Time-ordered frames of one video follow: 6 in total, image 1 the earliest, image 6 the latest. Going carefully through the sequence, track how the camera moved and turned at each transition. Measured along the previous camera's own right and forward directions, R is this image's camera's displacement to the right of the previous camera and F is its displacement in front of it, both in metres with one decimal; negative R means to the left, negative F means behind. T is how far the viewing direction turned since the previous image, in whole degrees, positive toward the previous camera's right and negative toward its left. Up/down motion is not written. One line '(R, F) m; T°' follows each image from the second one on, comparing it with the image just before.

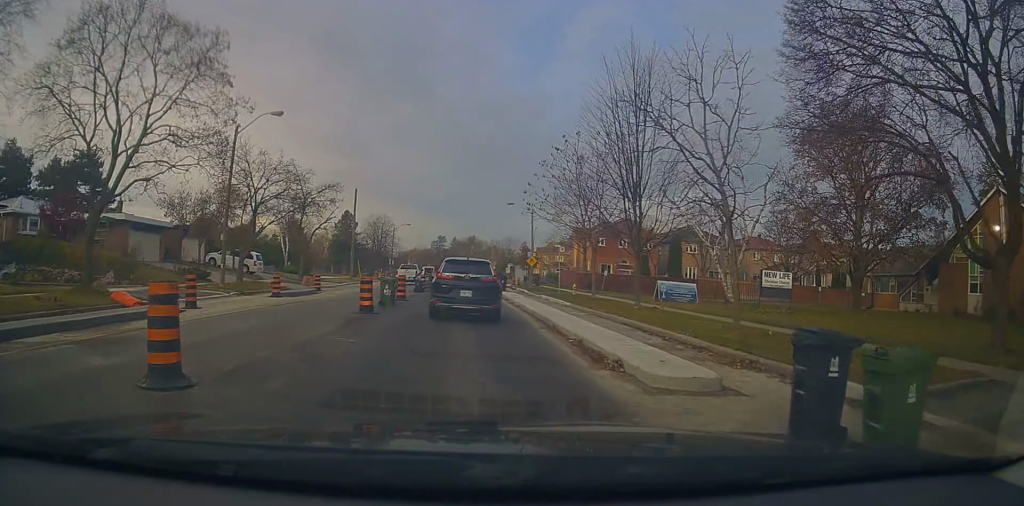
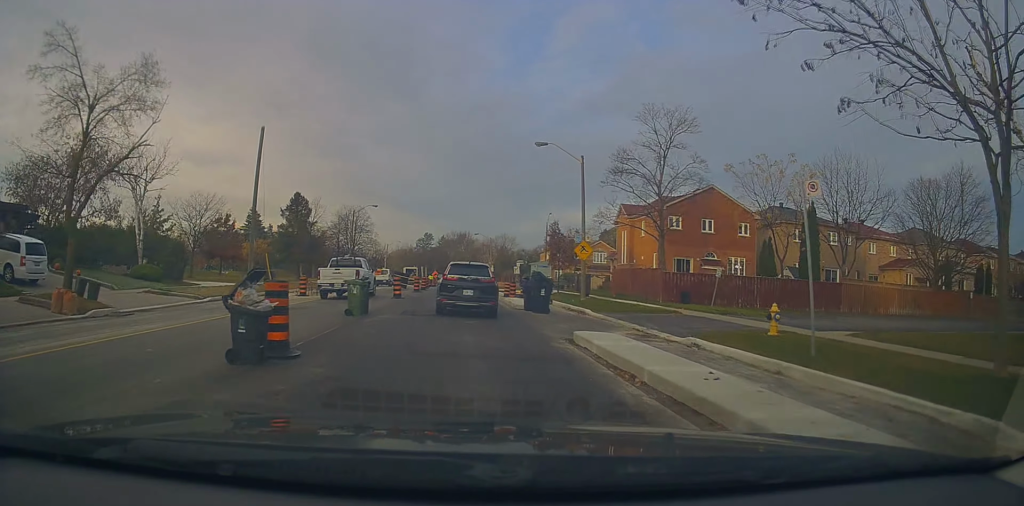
(+1.8, +25.9) m; +5°
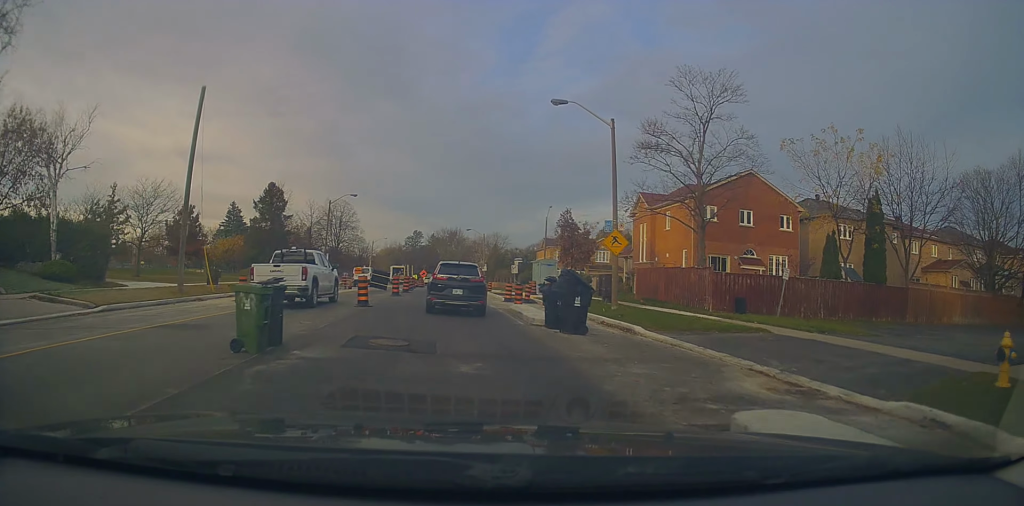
(0.0, +6.9) m; 0°
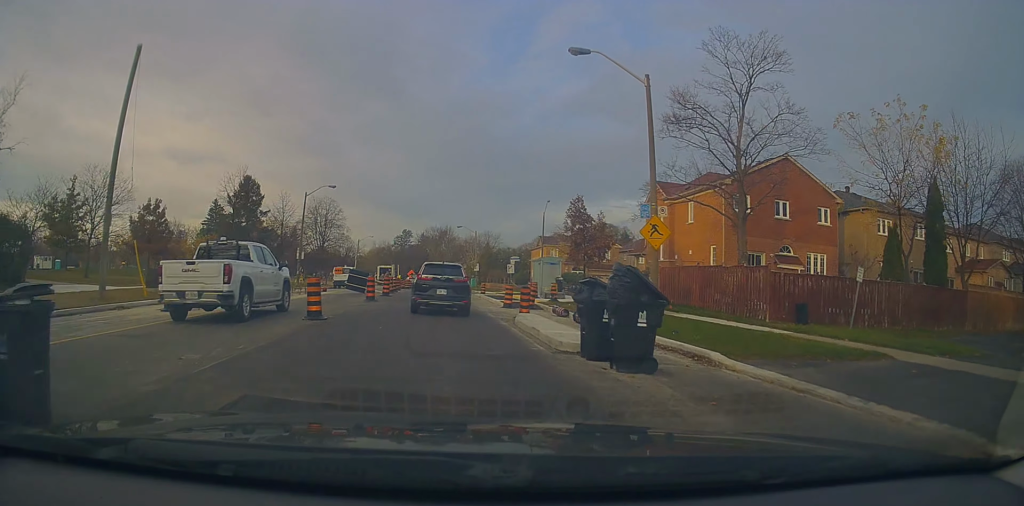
(+0.2, +5.4) m; +1°
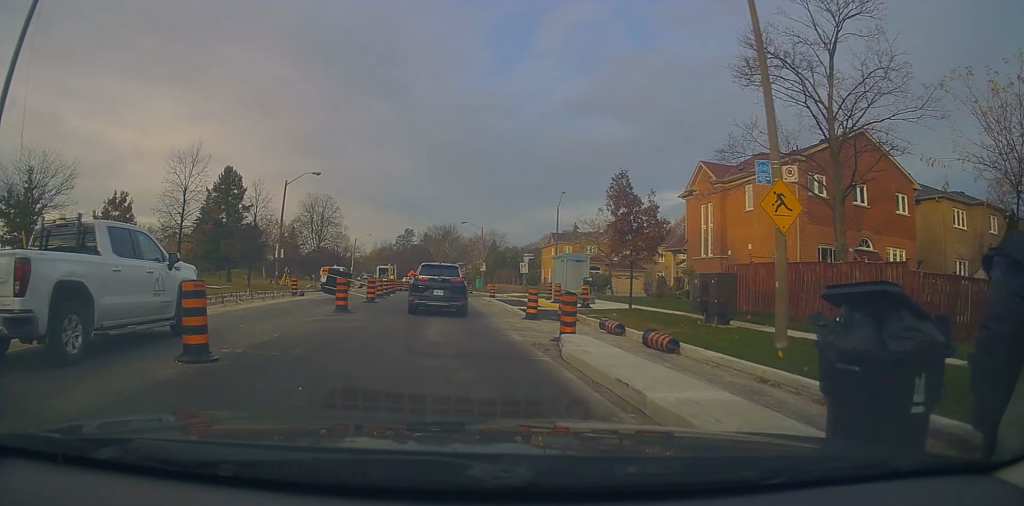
(-0.2, +6.6) m; -1°
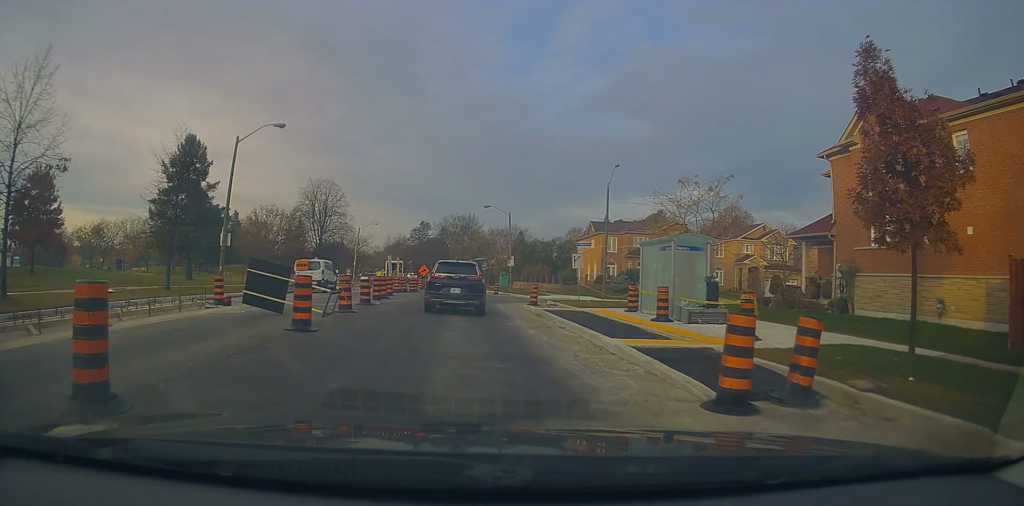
(-0.1, +12.2) m; -1°
